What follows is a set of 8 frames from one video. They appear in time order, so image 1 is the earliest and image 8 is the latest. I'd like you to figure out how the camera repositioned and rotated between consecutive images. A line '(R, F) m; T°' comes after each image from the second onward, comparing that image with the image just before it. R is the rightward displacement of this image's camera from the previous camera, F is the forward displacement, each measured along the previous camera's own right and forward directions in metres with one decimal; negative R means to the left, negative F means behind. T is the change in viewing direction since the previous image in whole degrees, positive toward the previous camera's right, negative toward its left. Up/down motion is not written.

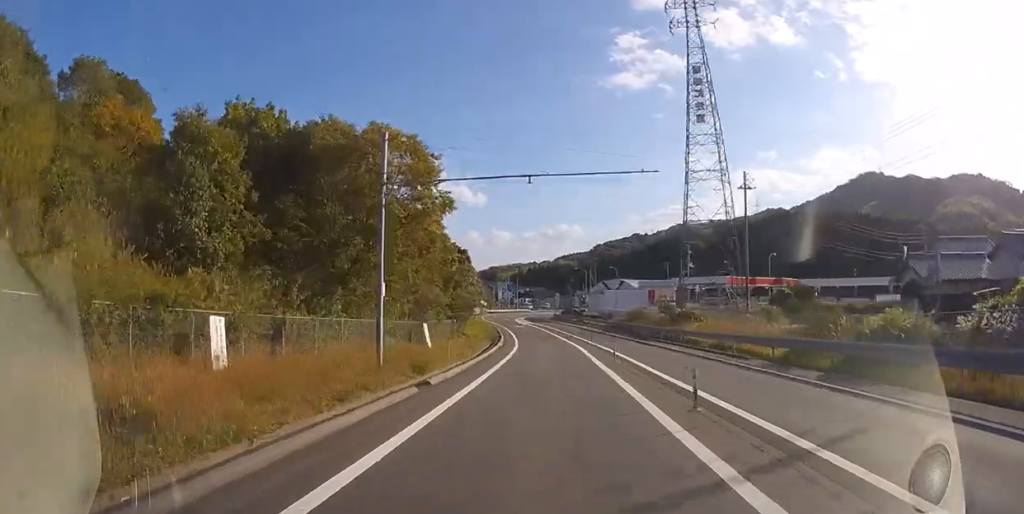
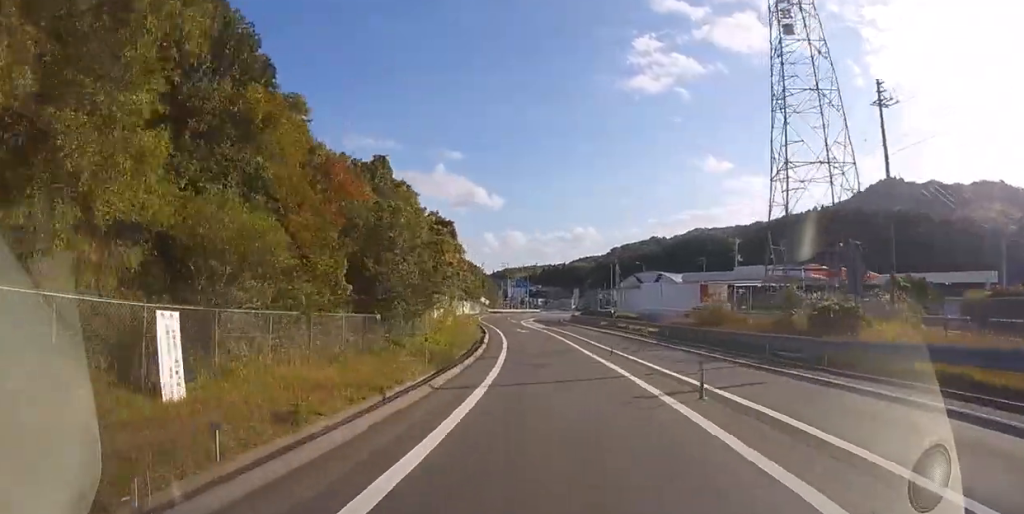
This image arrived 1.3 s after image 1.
(-0.2, +18.6) m; -1°
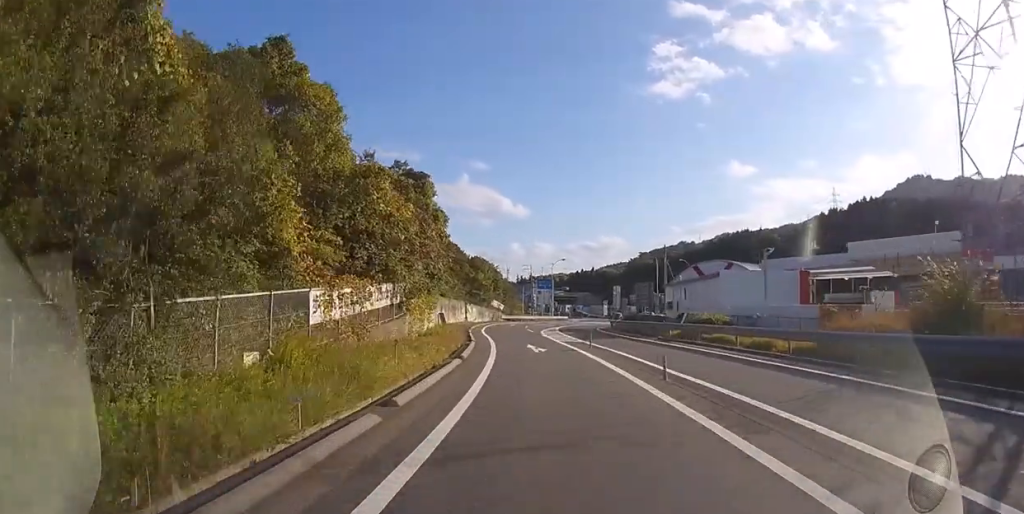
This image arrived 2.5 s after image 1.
(-0.3, +18.1) m; -2°
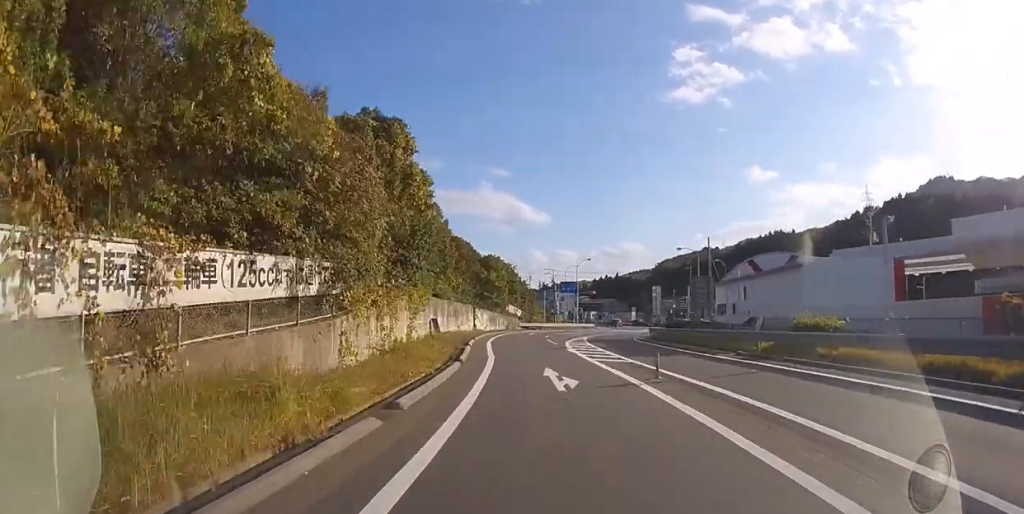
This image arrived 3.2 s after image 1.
(-0.1, +9.7) m; -2°
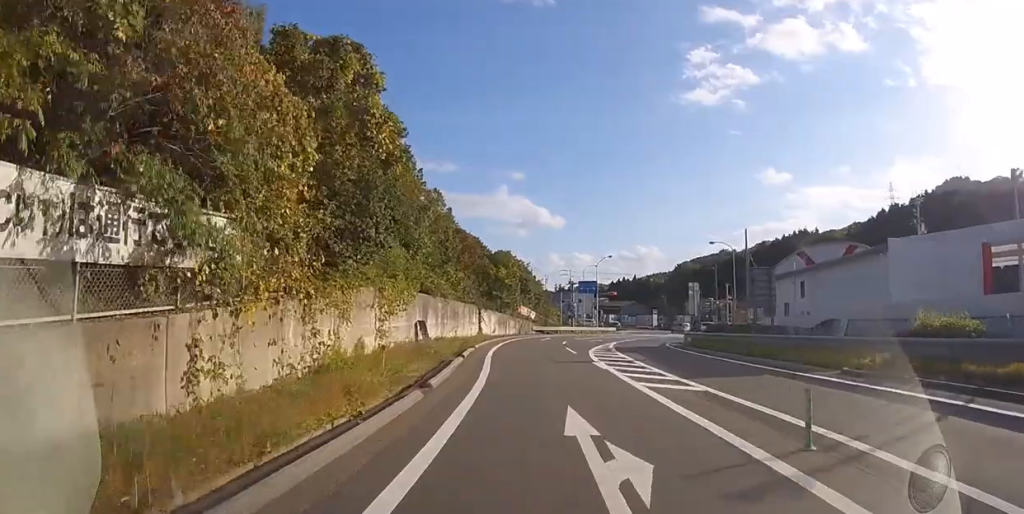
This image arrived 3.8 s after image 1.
(-0.2, +7.0) m; -2°
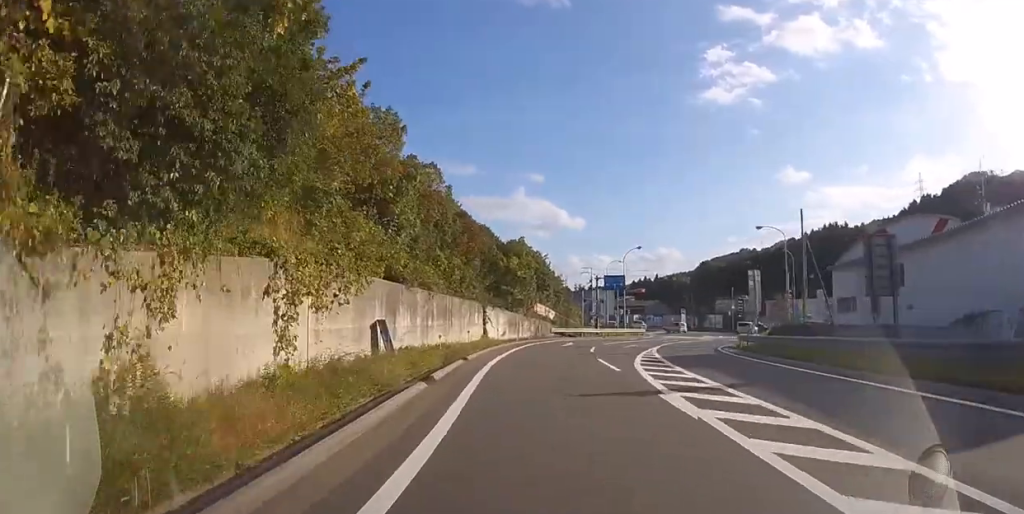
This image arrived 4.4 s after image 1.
(-0.1, +8.6) m; -2°
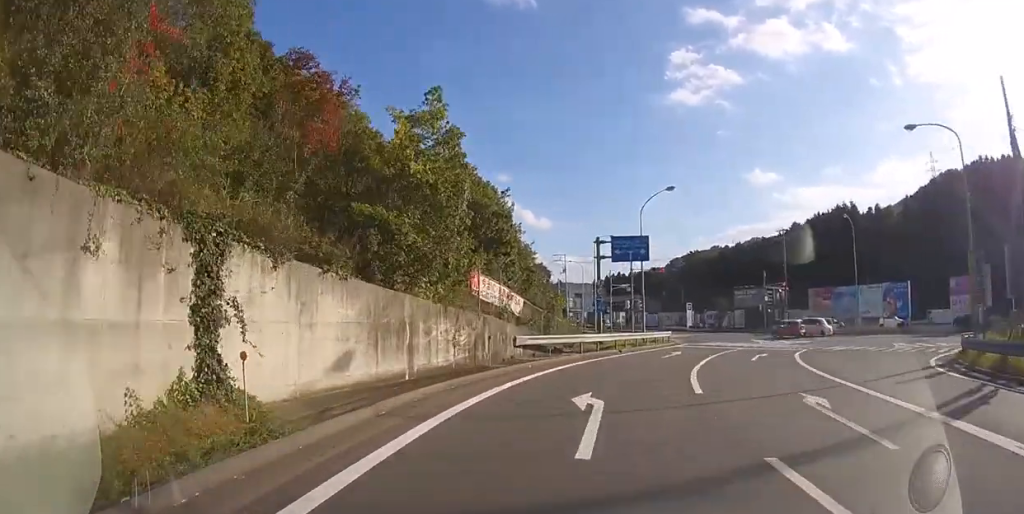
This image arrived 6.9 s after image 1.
(-1.3, +27.1) m; -1°
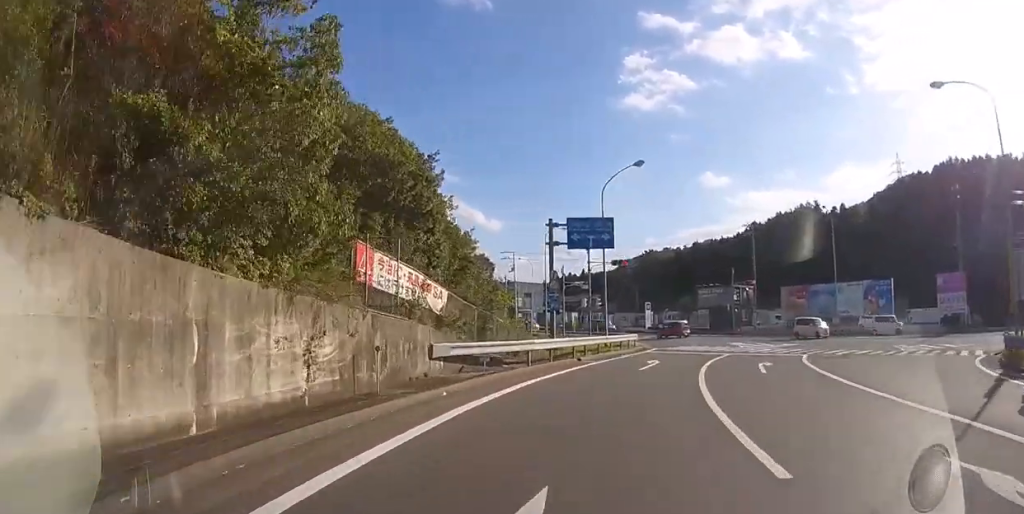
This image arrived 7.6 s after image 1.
(+0.1, +6.6) m; +3°
